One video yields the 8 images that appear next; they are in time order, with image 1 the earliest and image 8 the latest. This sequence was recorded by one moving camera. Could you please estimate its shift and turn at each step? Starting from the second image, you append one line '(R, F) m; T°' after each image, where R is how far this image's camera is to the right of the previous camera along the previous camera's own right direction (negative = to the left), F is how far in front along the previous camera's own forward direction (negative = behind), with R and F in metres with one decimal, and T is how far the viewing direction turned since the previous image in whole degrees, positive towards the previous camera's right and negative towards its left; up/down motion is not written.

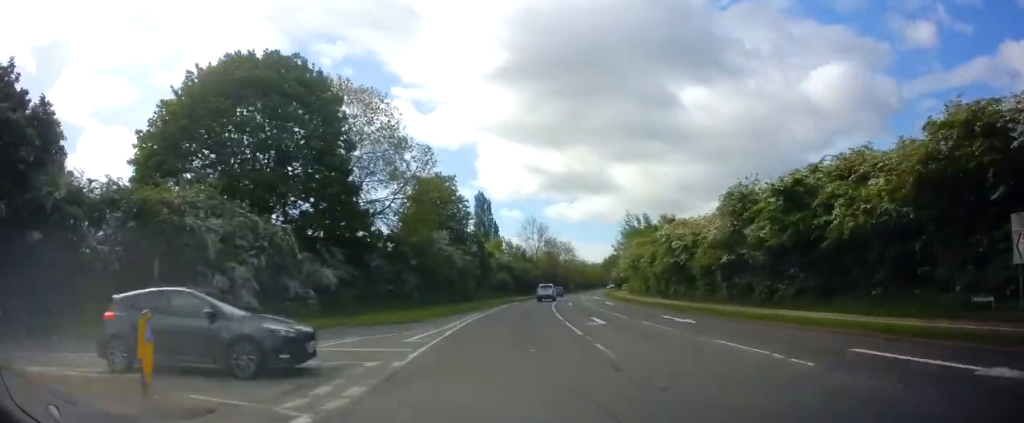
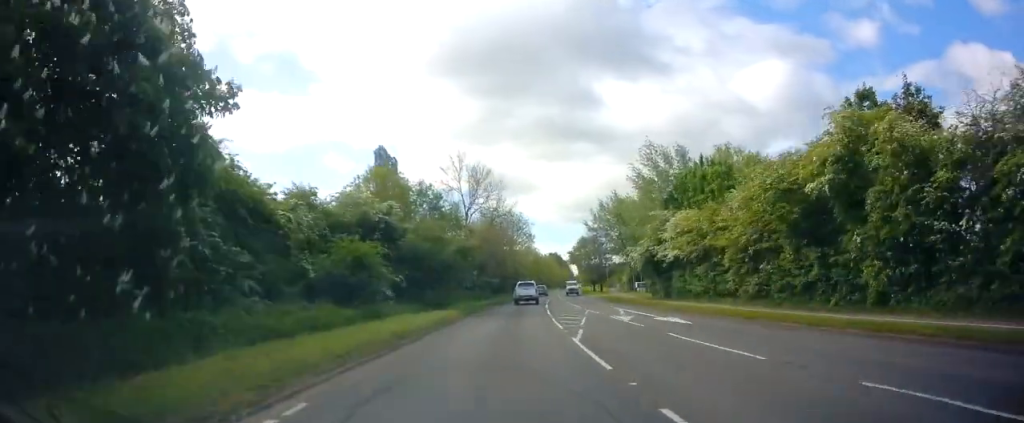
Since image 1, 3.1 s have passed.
(+3.7, +52.4) m; +7°
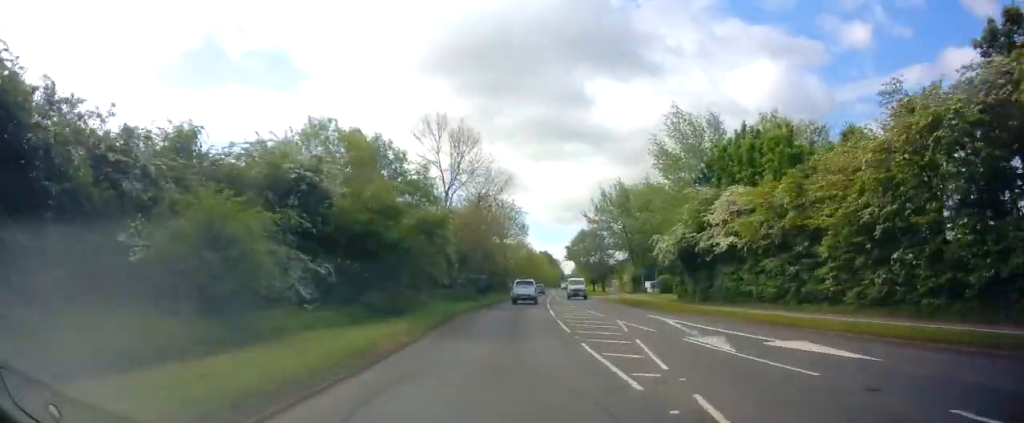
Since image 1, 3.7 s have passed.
(+0.1, +11.0) m; +2°
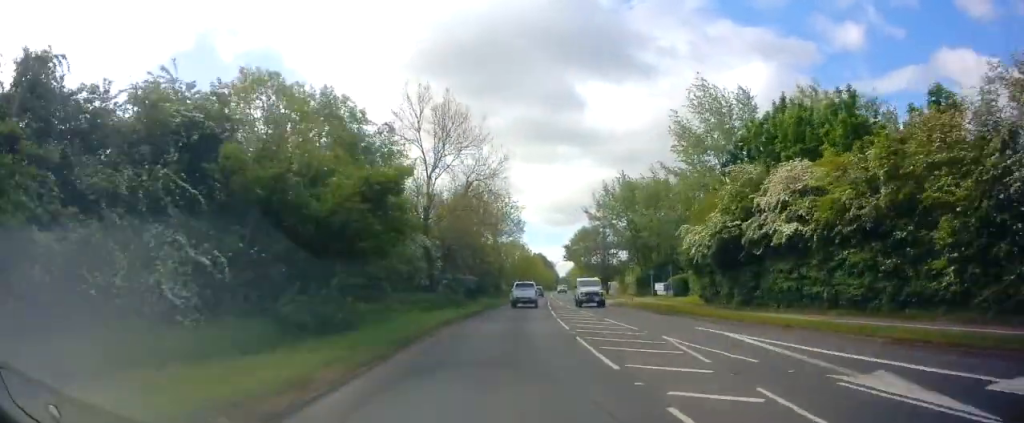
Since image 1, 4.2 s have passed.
(+0.1, +7.1) m; +1°
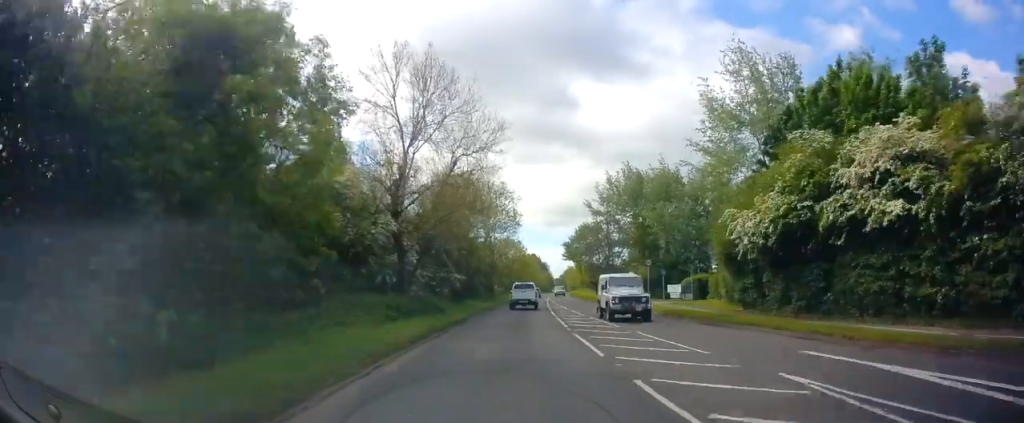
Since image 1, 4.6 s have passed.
(+0.2, +7.0) m; +1°
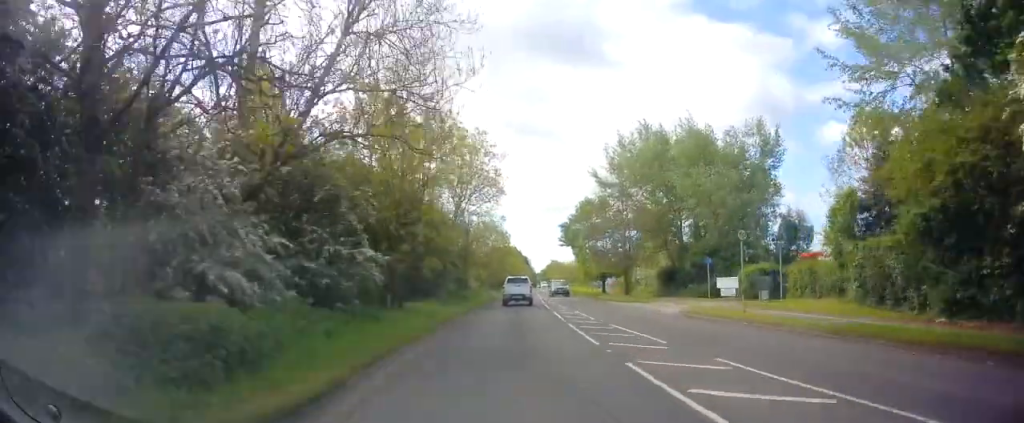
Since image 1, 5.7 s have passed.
(+0.1, +17.1) m; +1°
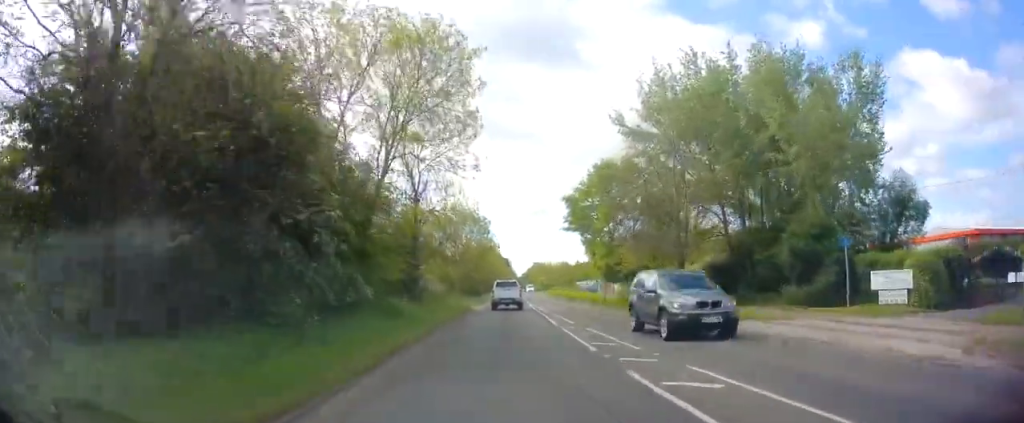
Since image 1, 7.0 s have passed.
(+0.4, +18.9) m; +3°
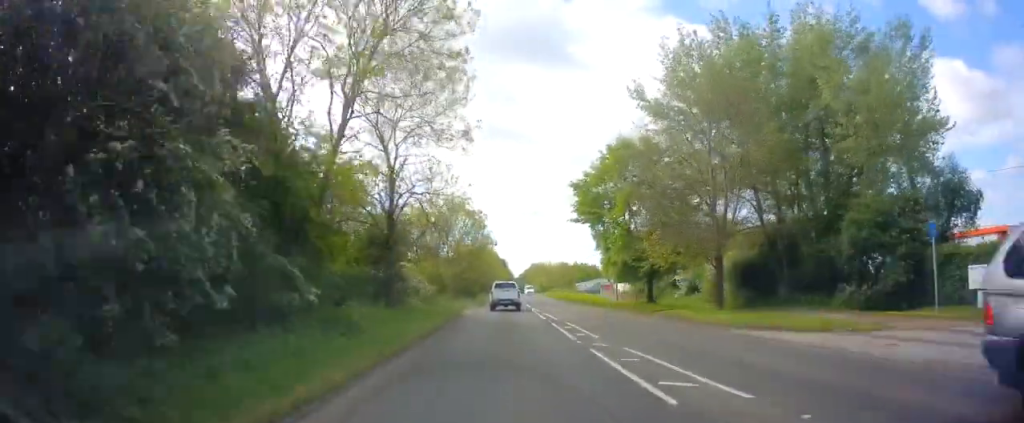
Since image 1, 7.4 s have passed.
(+0.1, +5.6) m; 0°
